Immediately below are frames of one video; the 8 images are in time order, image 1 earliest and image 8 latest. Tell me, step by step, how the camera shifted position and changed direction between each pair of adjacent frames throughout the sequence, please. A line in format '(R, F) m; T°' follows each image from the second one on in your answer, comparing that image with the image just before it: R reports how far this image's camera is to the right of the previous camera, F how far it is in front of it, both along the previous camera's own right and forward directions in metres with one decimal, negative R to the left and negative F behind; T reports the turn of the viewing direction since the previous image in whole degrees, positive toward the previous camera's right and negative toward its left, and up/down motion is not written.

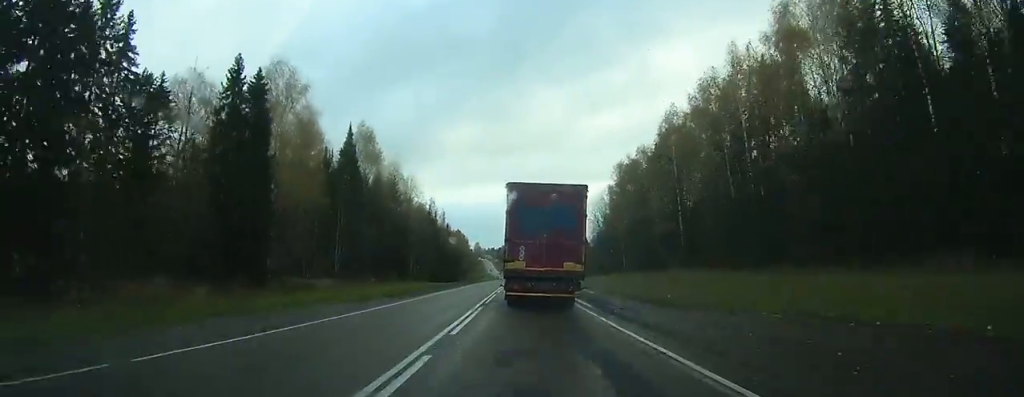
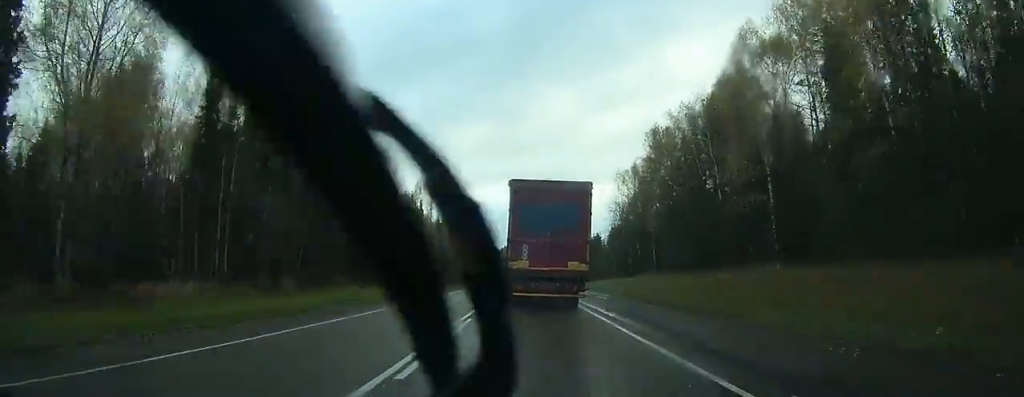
(-0.1, +28.9) m; 0°
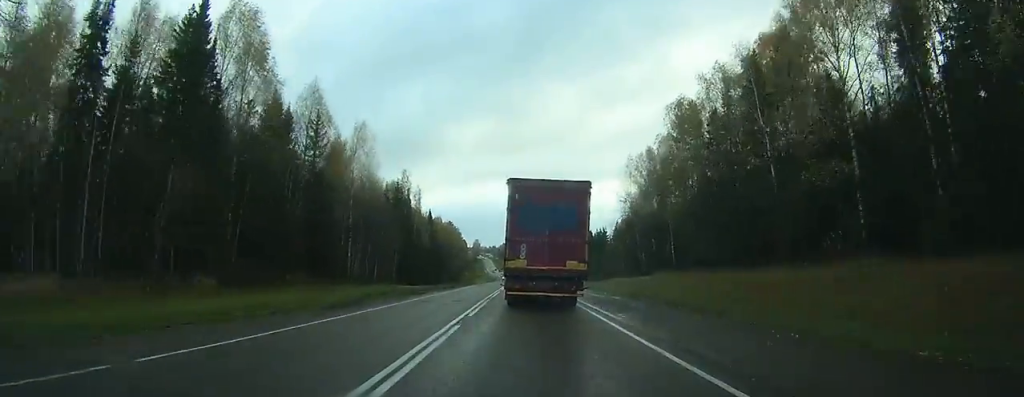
(0.0, +14.4) m; 0°
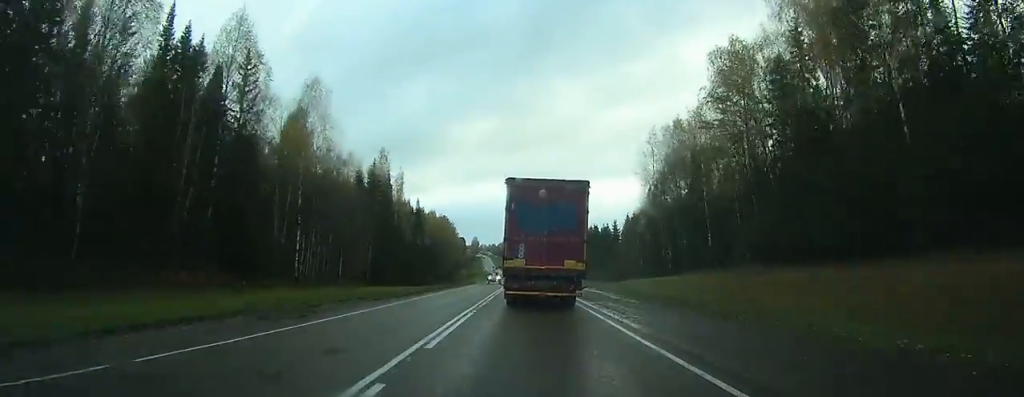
(-0.1, +19.1) m; 0°
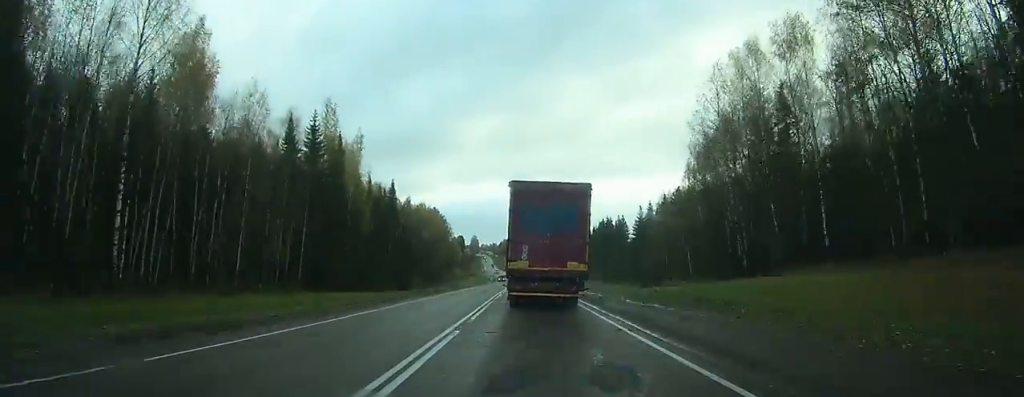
(-0.1, +29.9) m; 0°
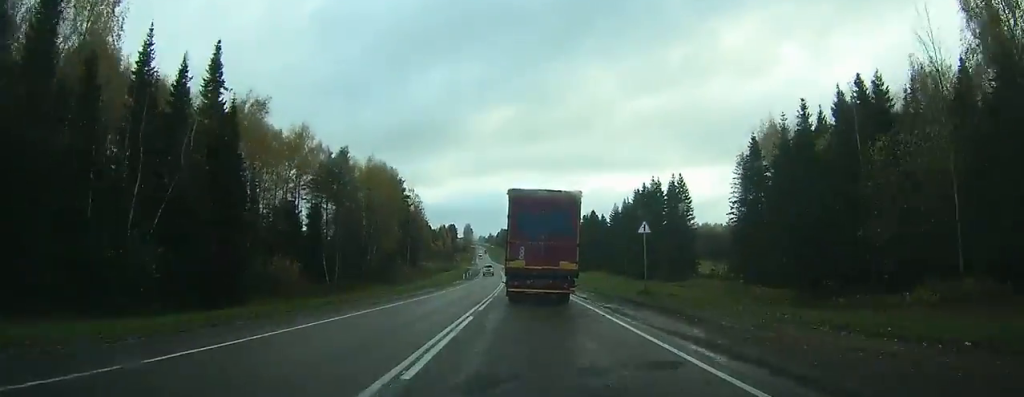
(+0.2, +69.1) m; 0°
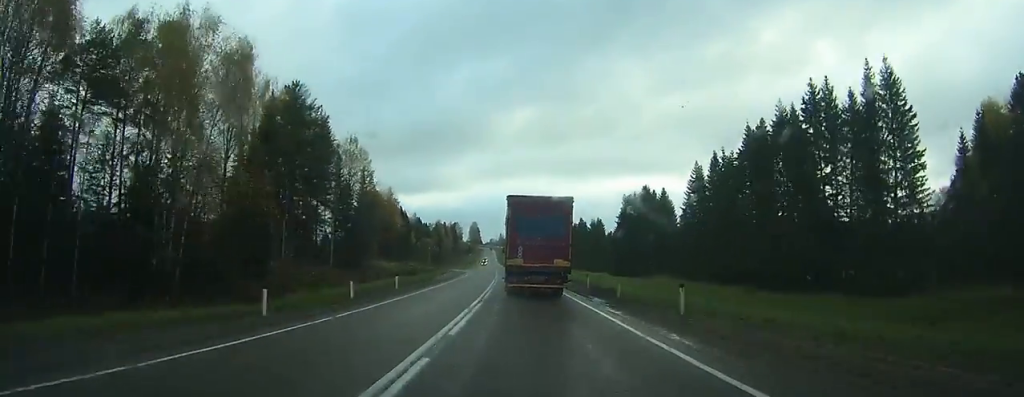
(-0.5, +67.5) m; -1°
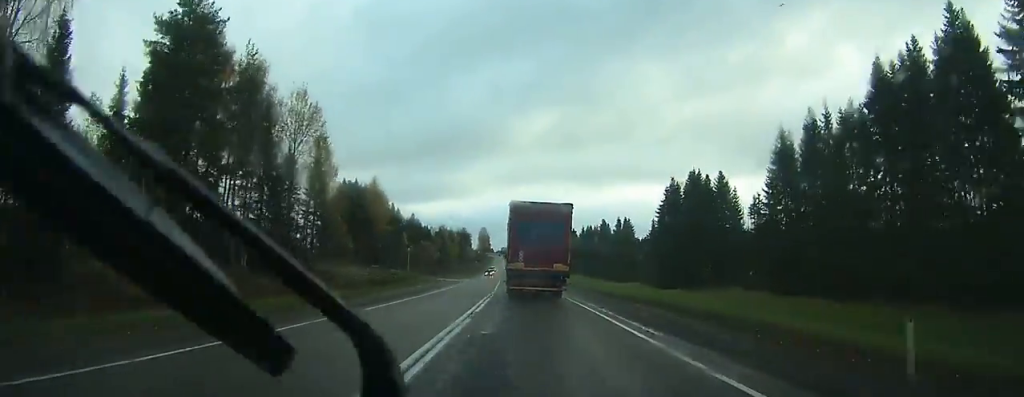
(-0.1, +29.4) m; -1°
